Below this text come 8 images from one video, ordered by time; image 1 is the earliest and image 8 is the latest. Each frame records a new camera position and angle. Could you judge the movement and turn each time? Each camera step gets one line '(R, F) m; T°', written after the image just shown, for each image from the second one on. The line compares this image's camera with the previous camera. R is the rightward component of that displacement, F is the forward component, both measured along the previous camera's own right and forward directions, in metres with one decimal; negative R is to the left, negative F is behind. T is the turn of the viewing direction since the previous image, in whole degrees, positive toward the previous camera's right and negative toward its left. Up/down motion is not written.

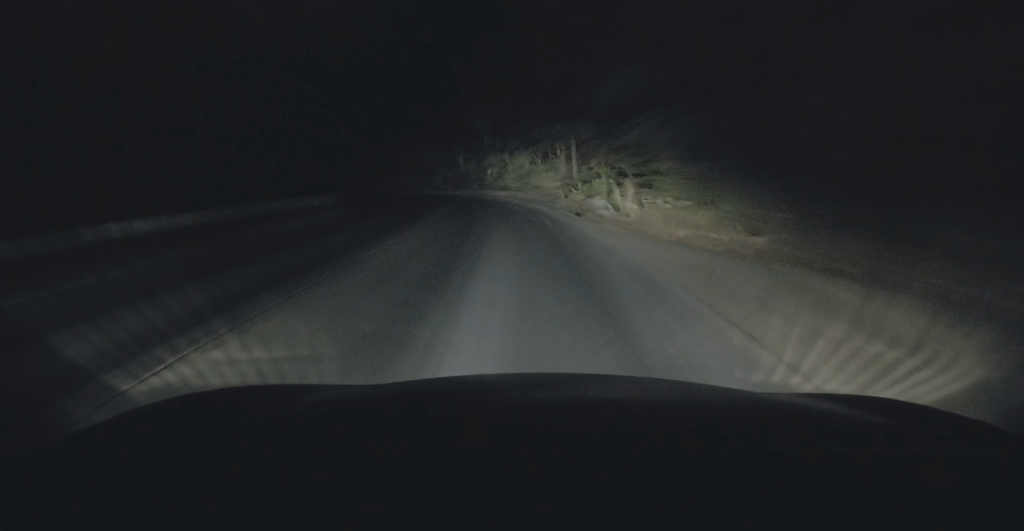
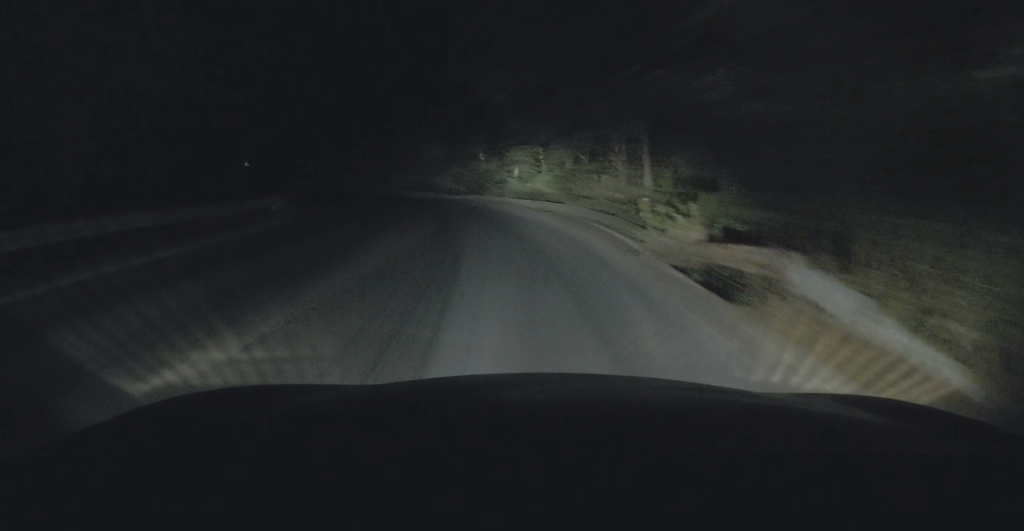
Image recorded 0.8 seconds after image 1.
(-0.1, +11.3) m; -5°
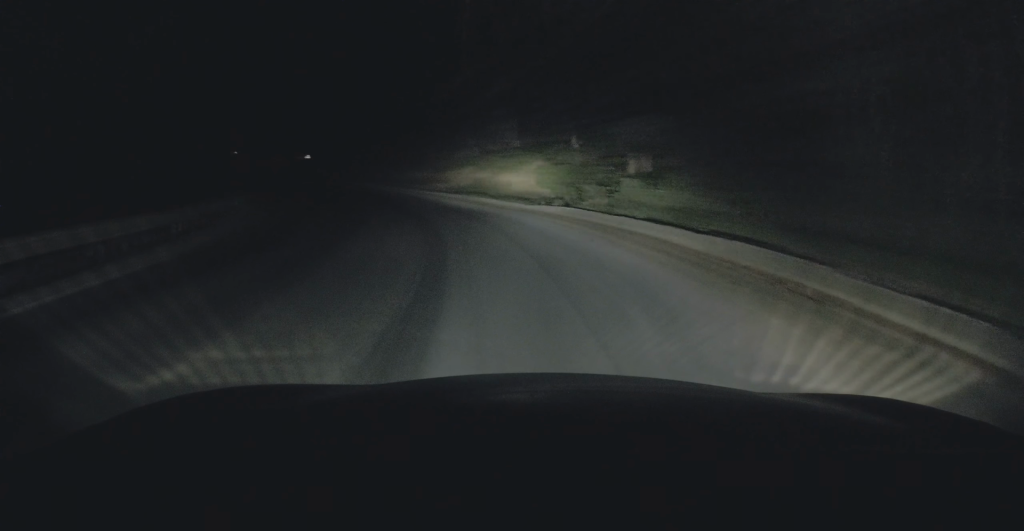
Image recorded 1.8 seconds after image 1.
(-1.2, +13.5) m; -7°
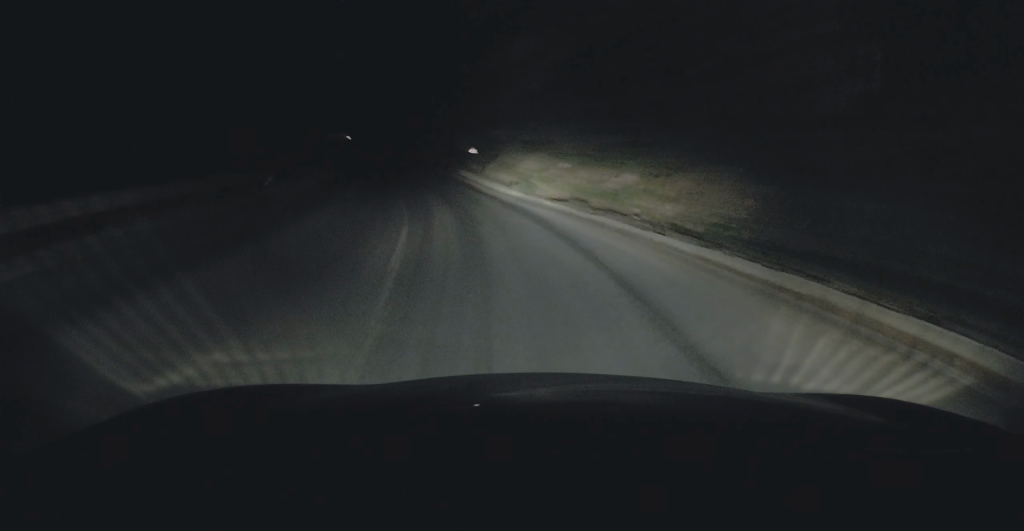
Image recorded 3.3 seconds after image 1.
(-1.0, +19.3) m; -7°
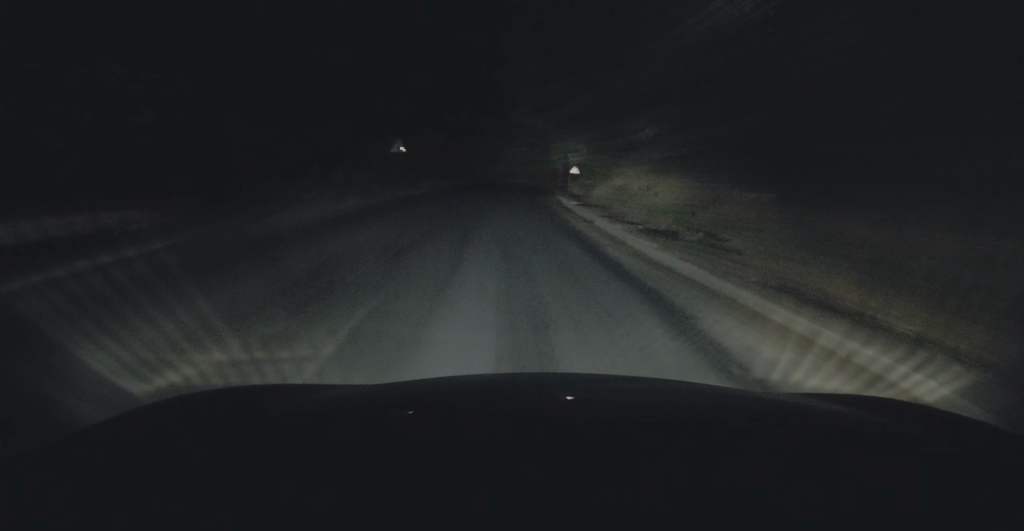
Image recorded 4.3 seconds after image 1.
(-0.5, +12.3) m; -4°
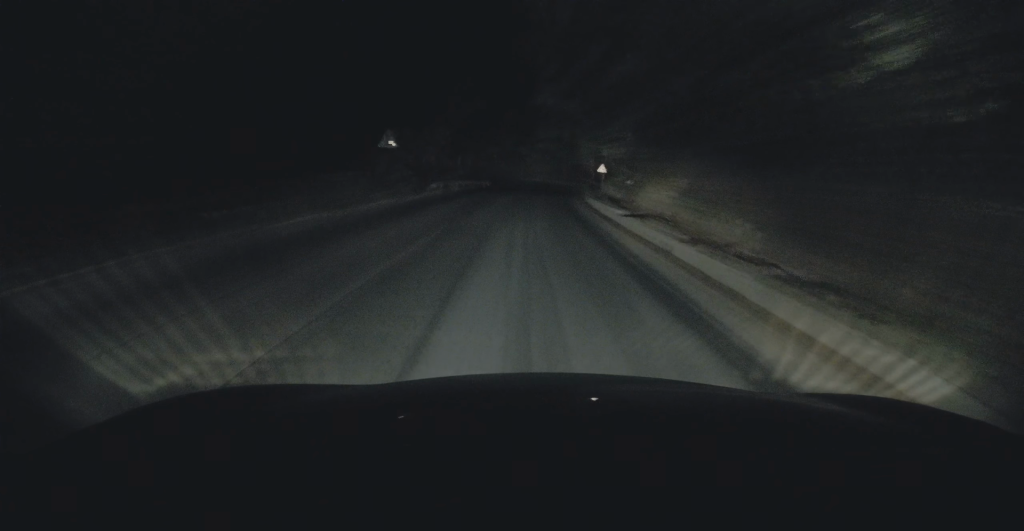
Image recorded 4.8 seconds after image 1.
(-0.1, +6.8) m; -3°
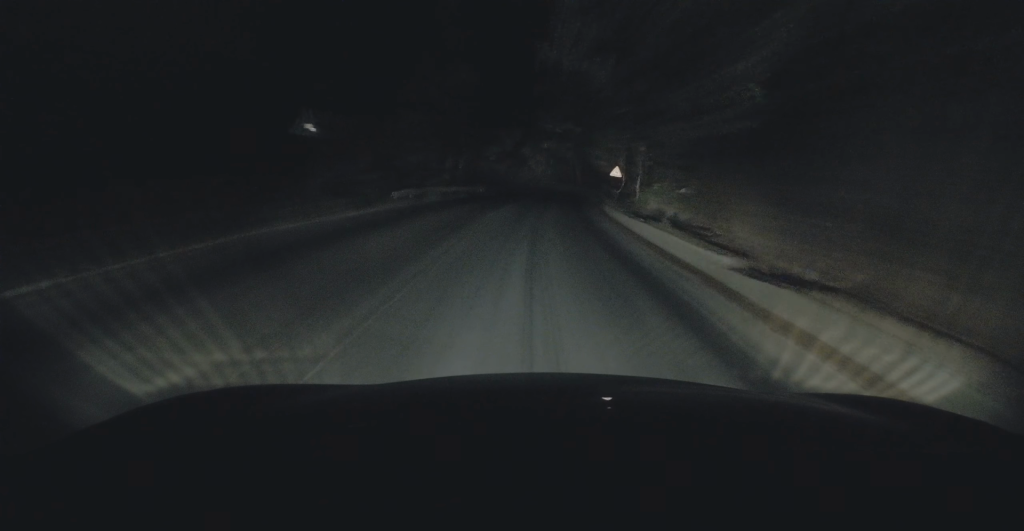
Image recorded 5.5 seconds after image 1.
(0.0, +9.4) m; -5°
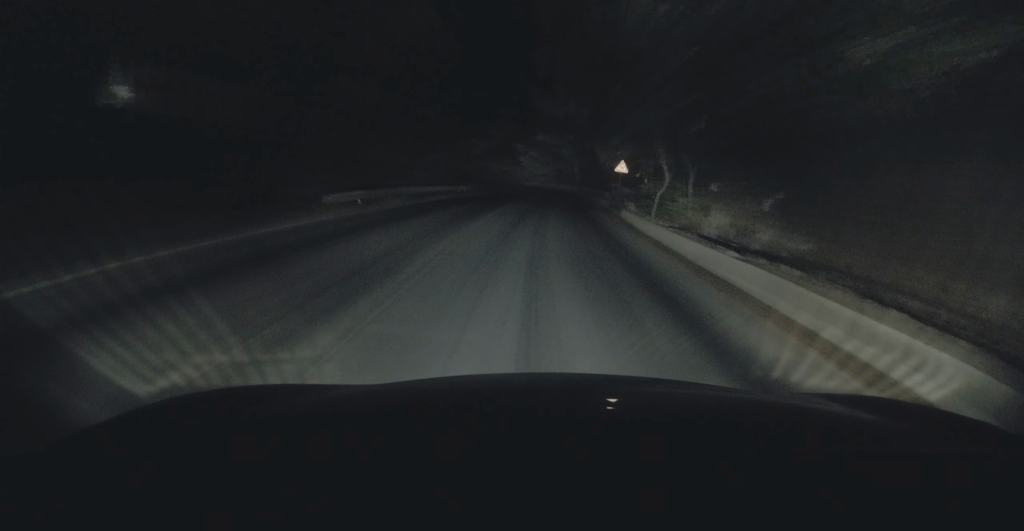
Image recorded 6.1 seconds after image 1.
(-0.5, +7.5) m; -2°
